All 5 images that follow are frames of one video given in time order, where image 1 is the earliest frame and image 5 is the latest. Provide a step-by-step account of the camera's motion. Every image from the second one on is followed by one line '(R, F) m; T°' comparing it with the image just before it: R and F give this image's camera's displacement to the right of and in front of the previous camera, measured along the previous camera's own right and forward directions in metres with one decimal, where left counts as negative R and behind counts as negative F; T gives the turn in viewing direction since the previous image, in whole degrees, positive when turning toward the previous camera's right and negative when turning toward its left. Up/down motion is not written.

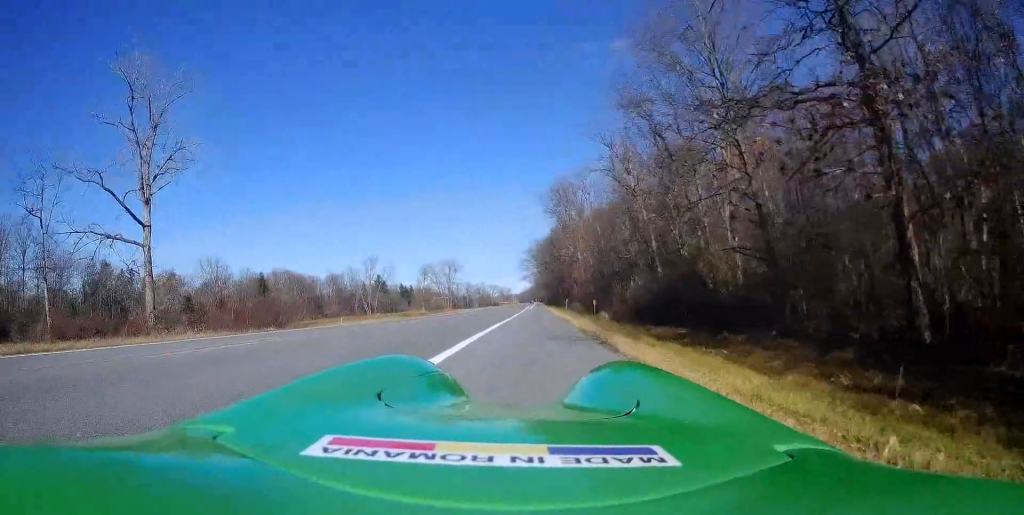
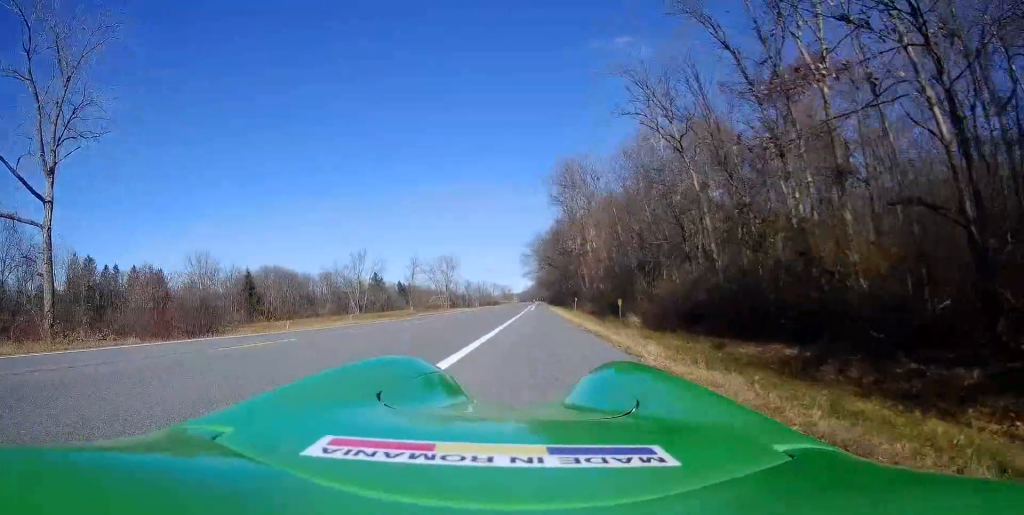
(0.0, +11.0) m; 0°
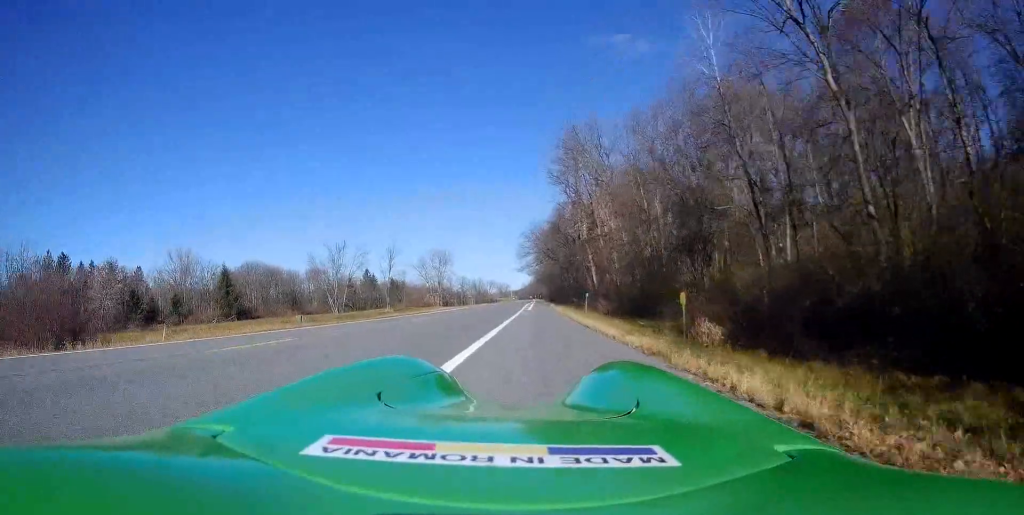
(0.0, +12.7) m; 0°
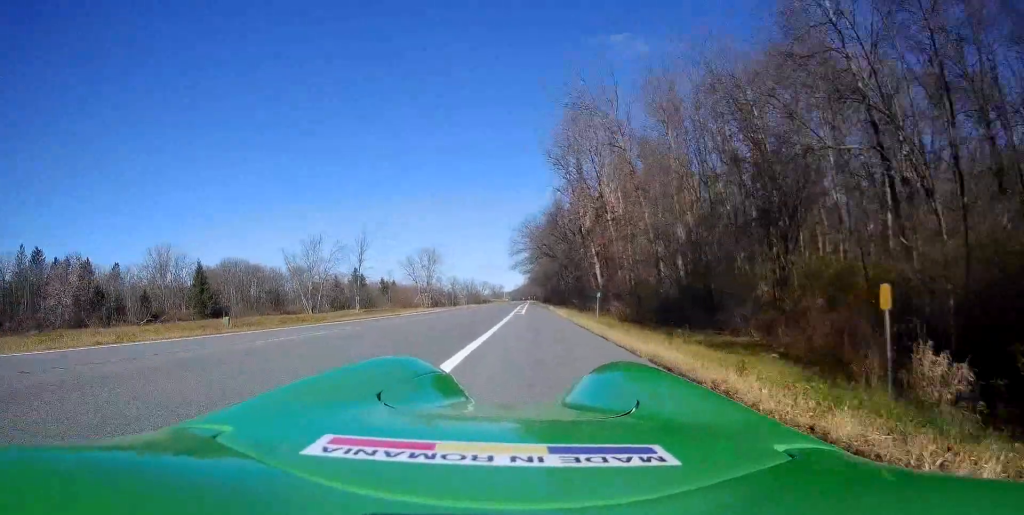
(+0.1, +10.7) m; +1°
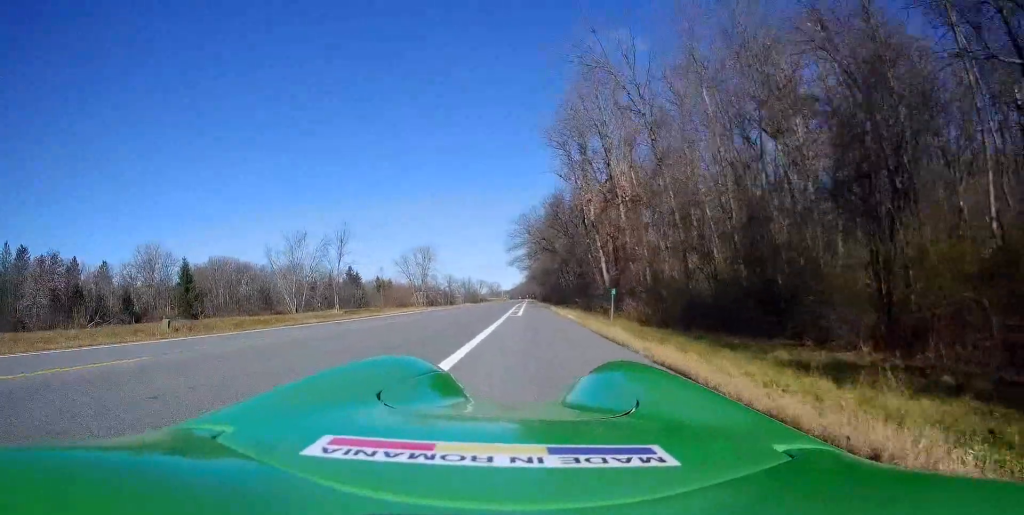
(+0.1, +6.3) m; +1°
